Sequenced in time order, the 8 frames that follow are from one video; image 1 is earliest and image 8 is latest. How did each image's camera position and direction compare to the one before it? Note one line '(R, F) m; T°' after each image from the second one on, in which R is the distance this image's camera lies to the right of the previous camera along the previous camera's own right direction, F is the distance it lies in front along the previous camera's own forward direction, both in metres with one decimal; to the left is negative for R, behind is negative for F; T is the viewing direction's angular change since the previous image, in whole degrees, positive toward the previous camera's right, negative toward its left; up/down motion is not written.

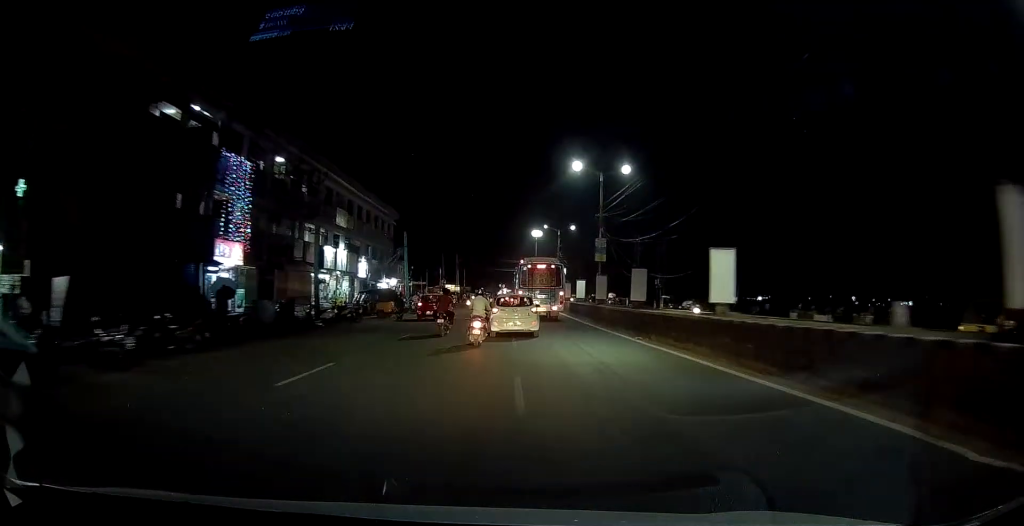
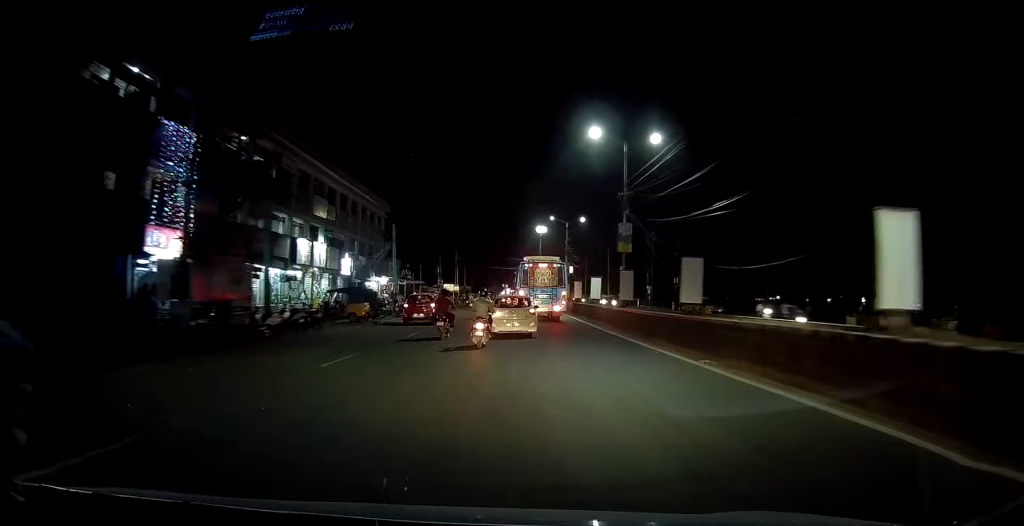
(-0.2, +6.9) m; -4°
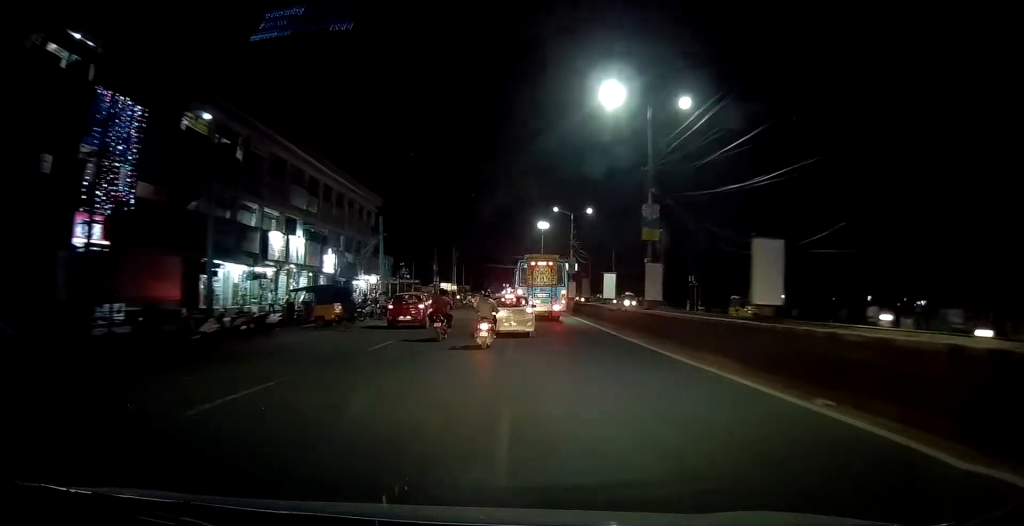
(-0.2, +4.9) m; 0°
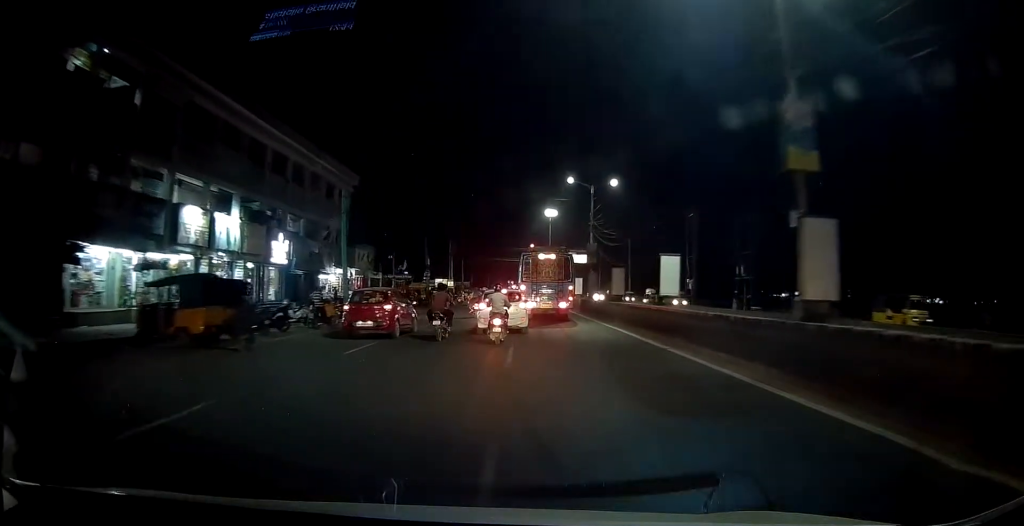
(+0.1, +11.4) m; +2°
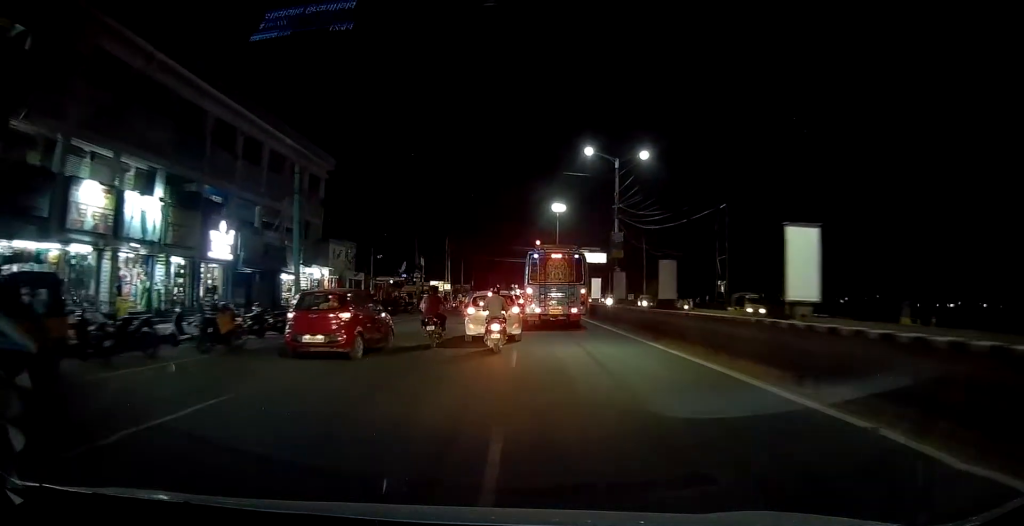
(+0.1, +8.4) m; 0°
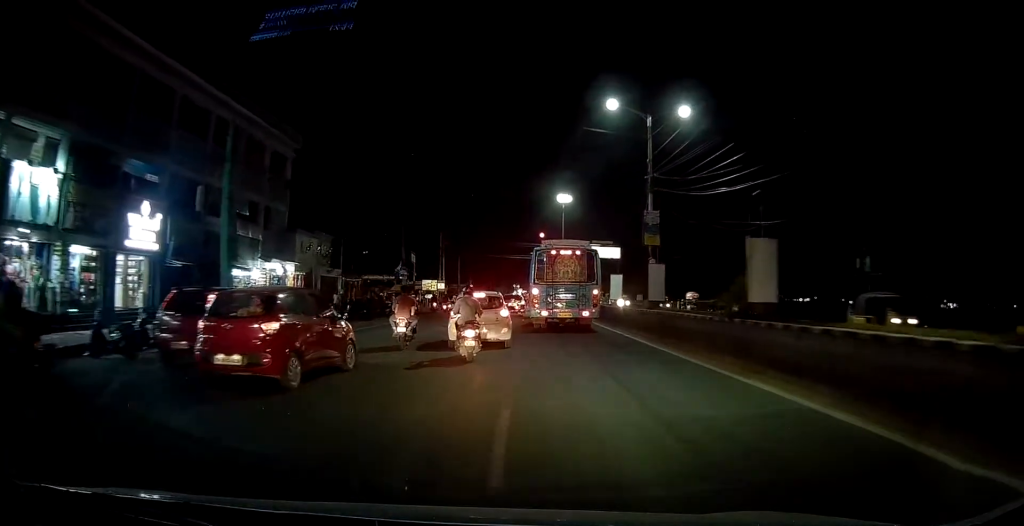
(0.0, +7.2) m; -1°
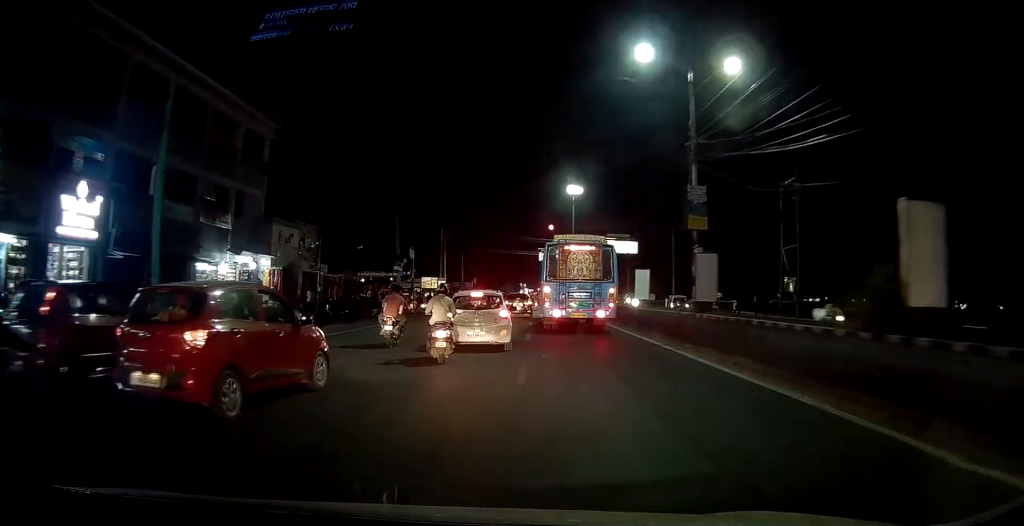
(0.0, +4.5) m; -1°
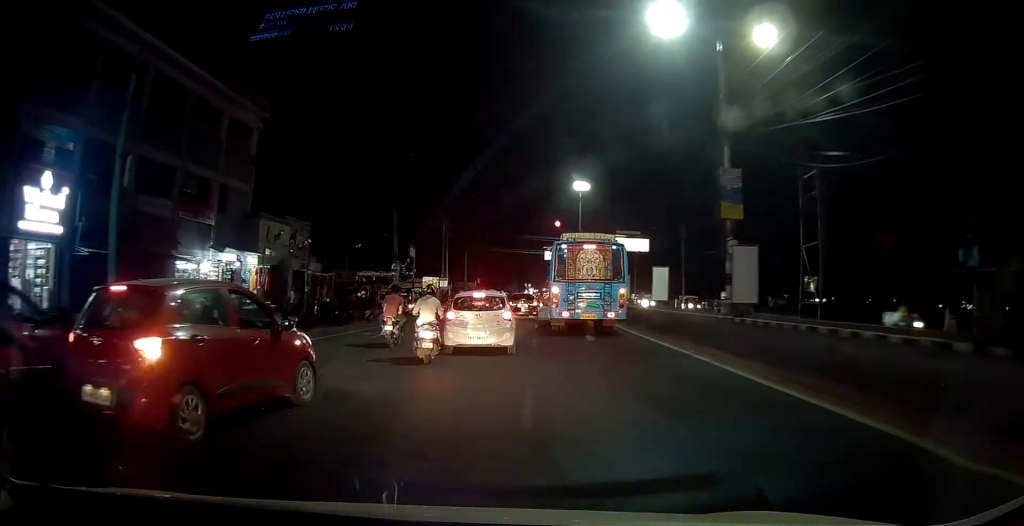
(0.0, +2.5) m; 0°
